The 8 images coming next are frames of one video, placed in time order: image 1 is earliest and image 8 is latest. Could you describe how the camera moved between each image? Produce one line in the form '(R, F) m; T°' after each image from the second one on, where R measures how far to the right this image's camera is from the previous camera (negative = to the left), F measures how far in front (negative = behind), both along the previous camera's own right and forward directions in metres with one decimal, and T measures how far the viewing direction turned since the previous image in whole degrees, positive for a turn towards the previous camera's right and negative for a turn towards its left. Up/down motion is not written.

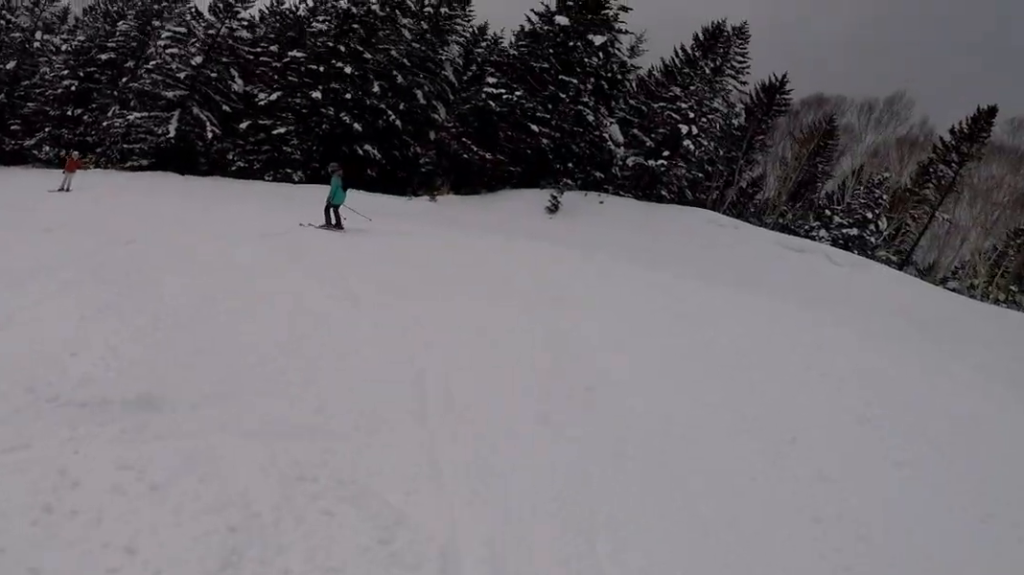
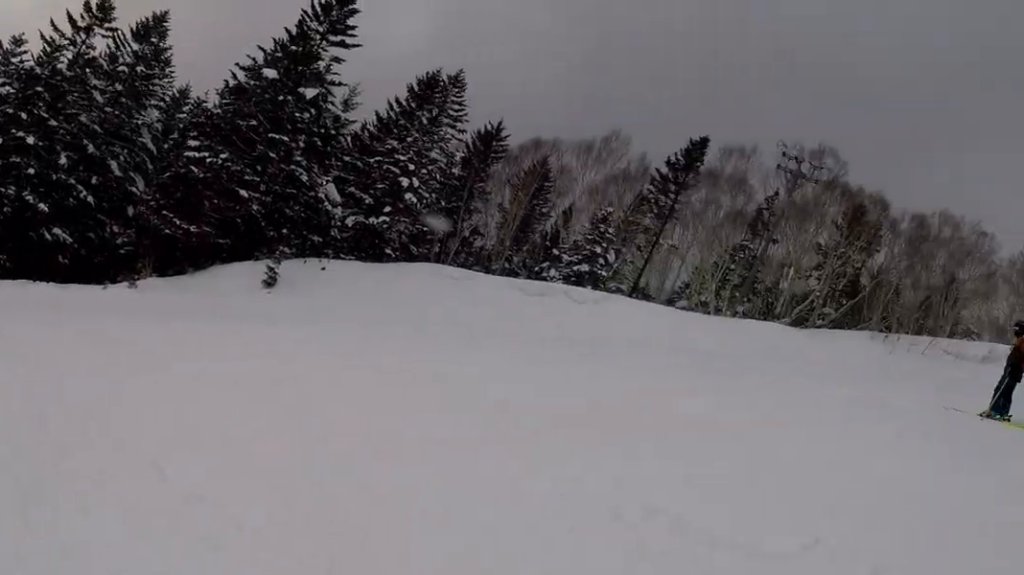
(+0.2, +3.7) m; -1°
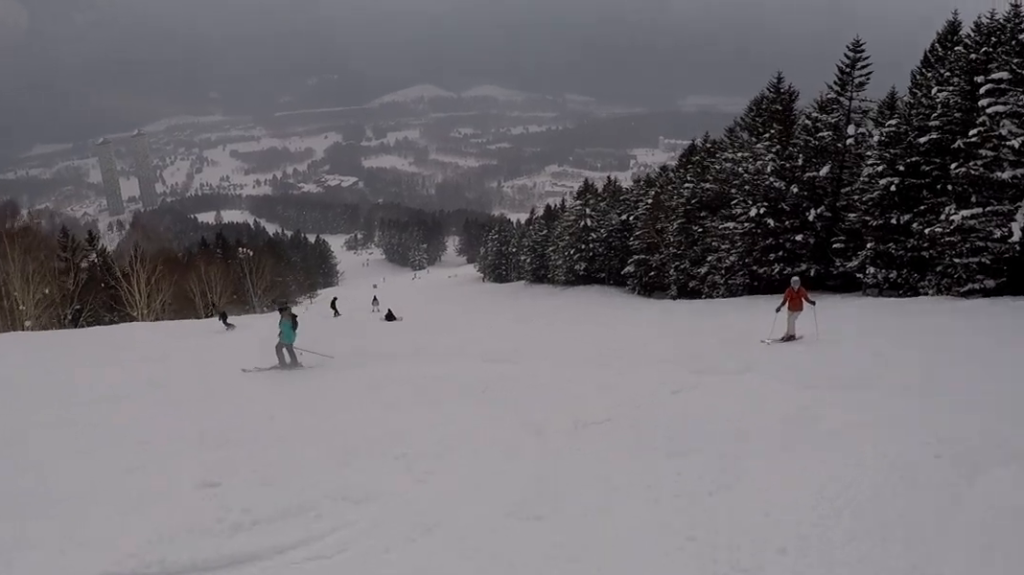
(-2.1, +8.2) m; -40°
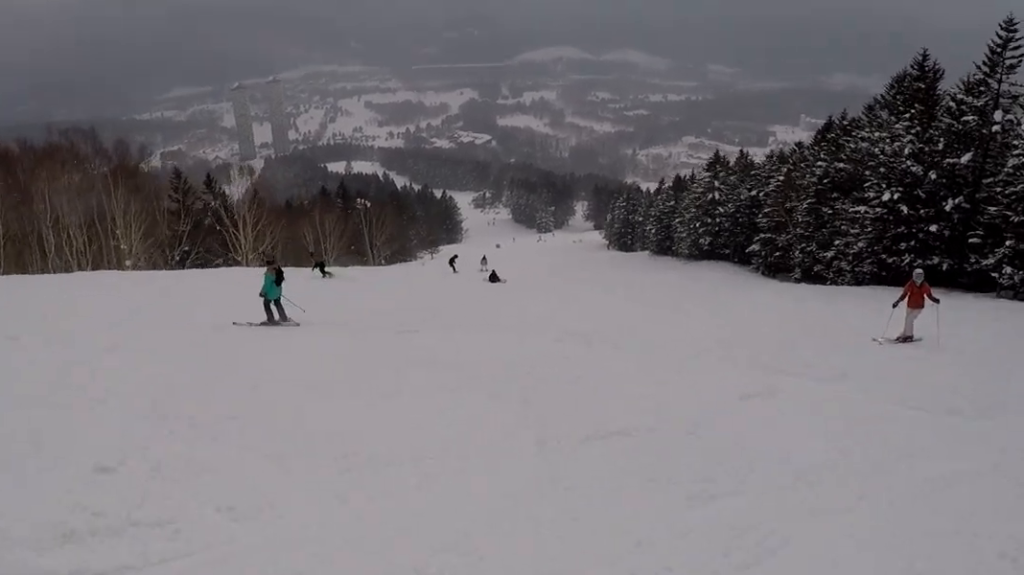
(-0.2, +1.3) m; -12°
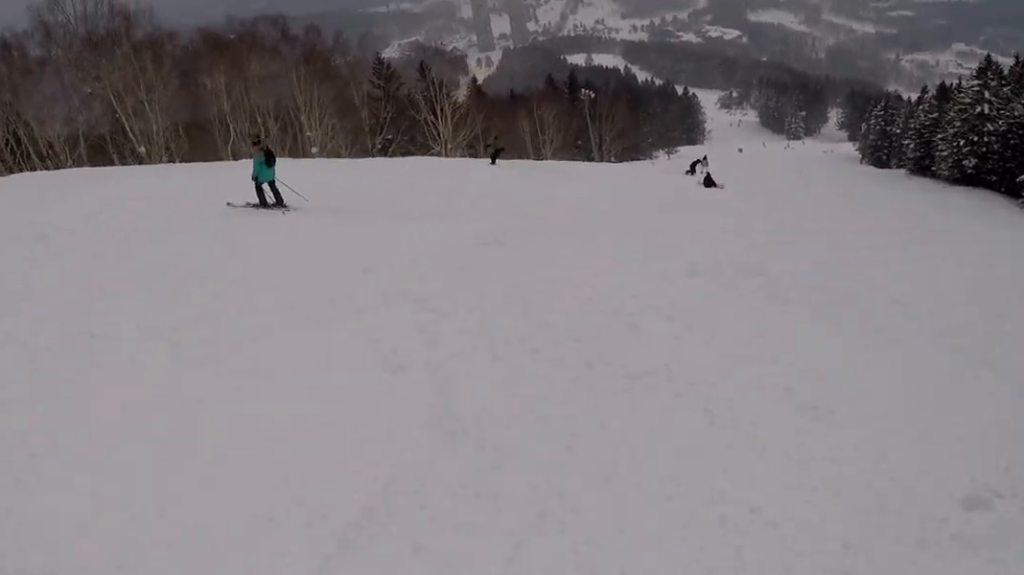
(-0.5, +2.2) m; -23°
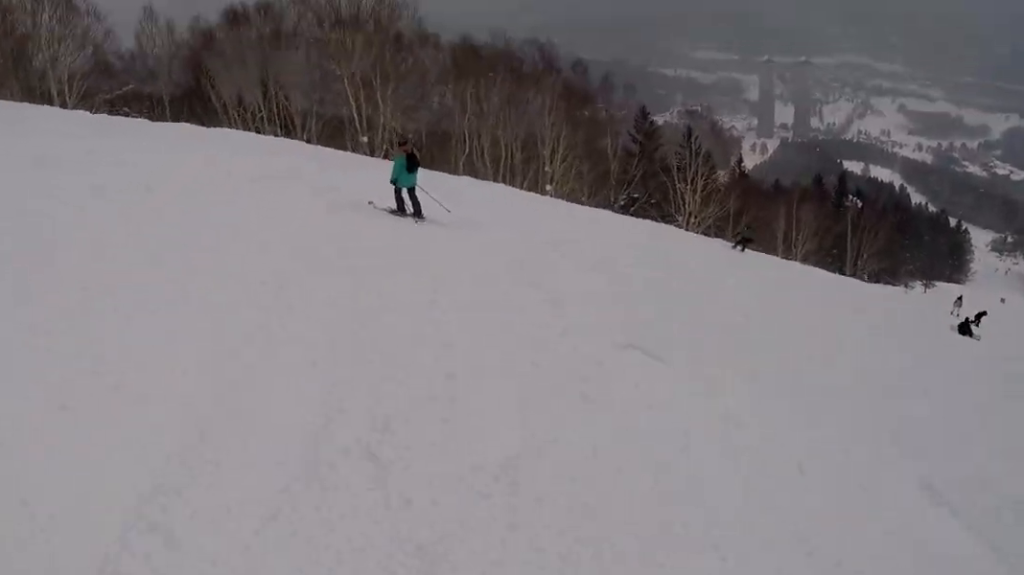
(-0.1, +1.4) m; -14°
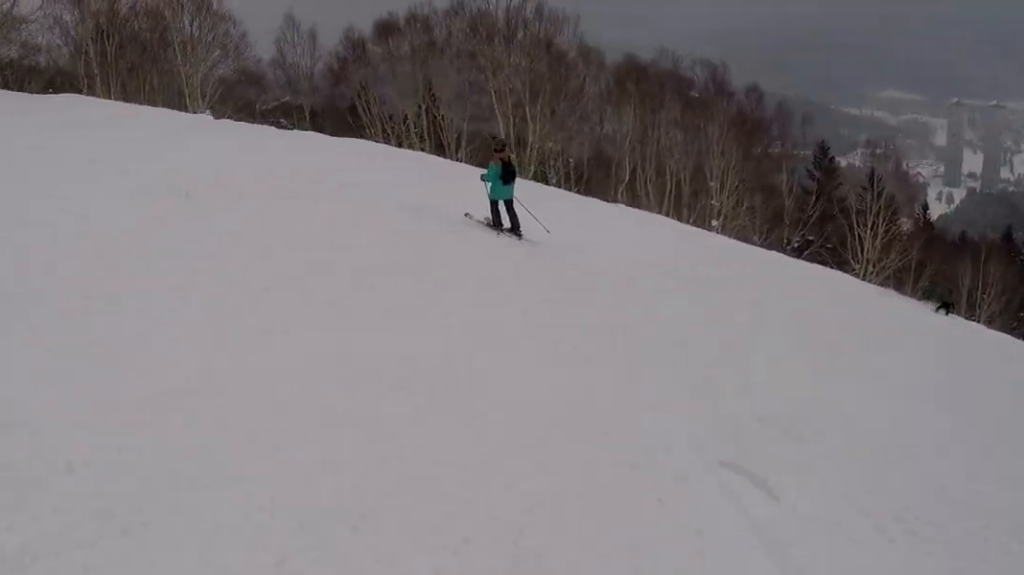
(-0.2, +1.2) m; -10°
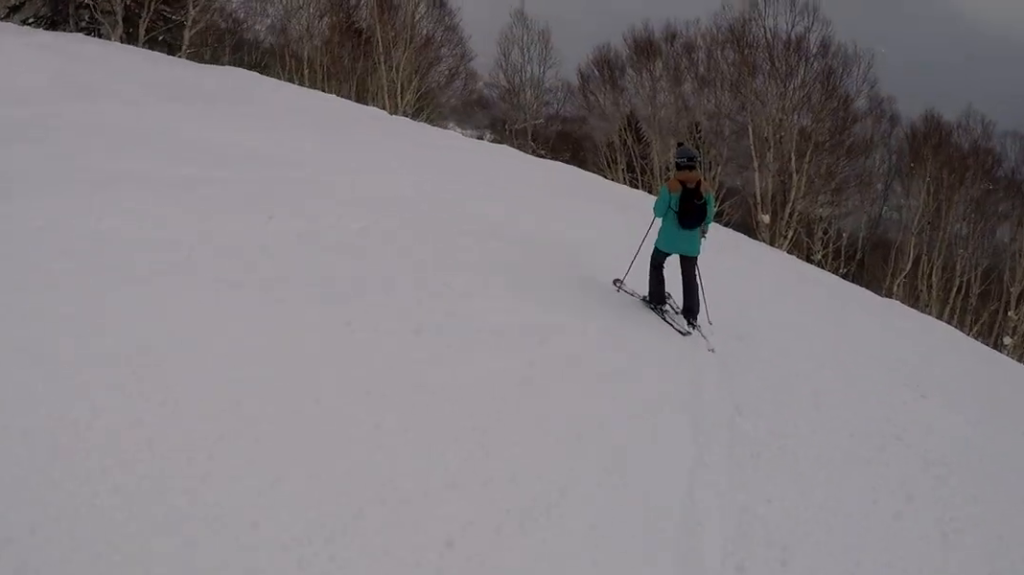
(-0.8, +3.5) m; -21°
